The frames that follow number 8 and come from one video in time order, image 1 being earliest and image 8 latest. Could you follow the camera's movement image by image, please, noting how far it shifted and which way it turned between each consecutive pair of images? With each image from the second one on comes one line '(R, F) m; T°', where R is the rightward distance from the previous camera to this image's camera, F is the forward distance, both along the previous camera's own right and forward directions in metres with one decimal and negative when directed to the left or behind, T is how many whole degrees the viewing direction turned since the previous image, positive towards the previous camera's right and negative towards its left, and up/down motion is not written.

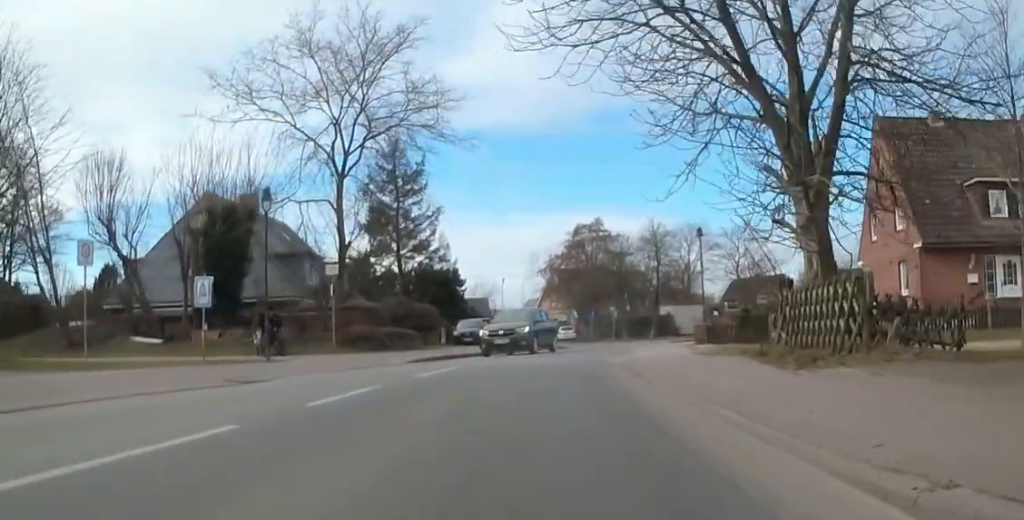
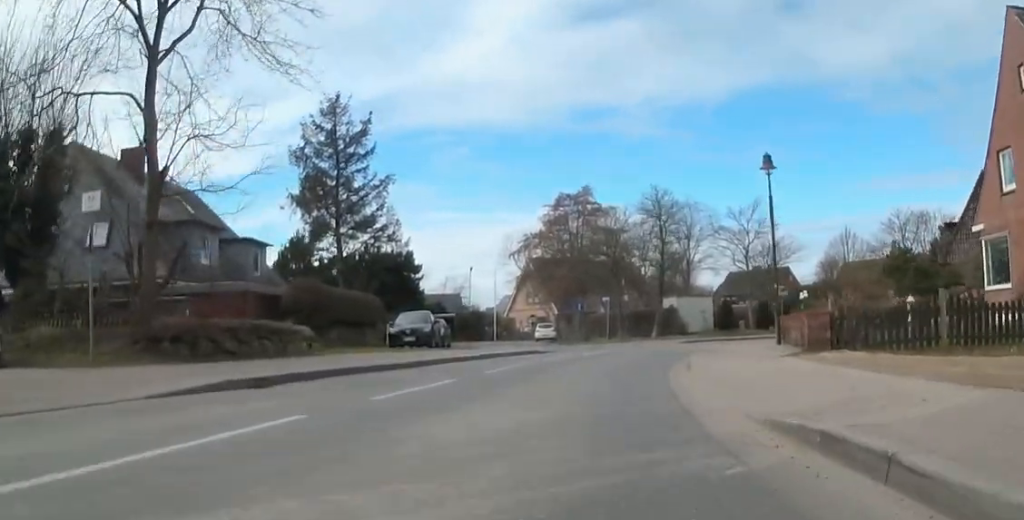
(-0.2, +12.9) m; -6°
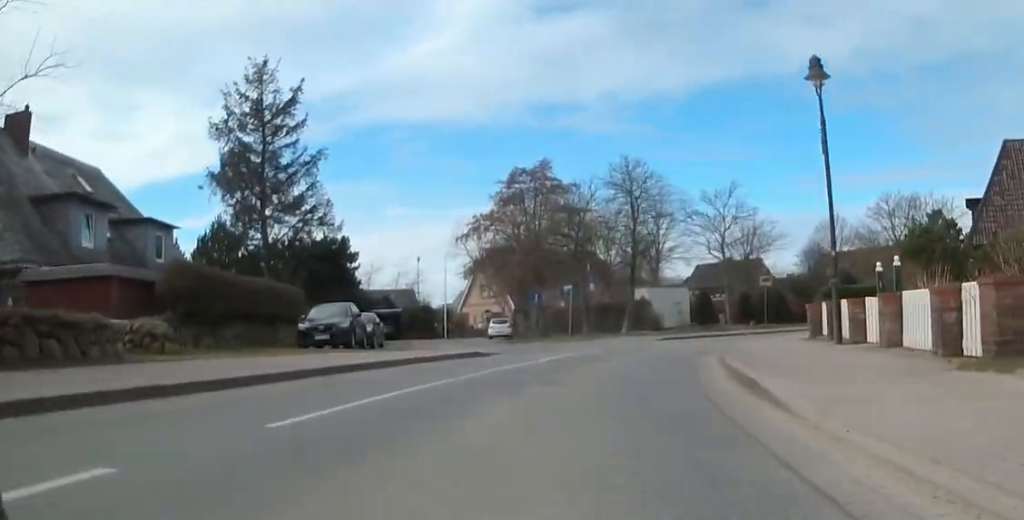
(0.0, +6.9) m; +1°
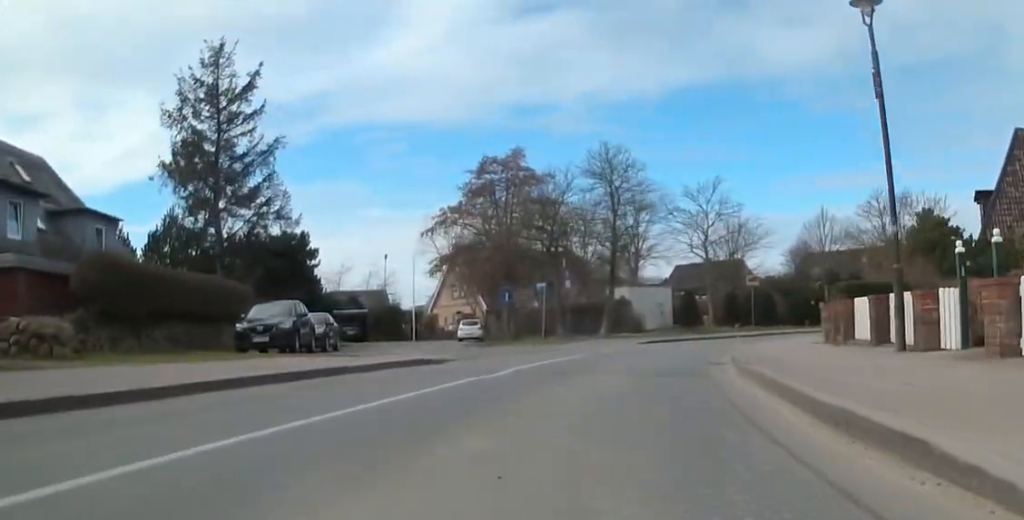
(0.0, +3.3) m; +3°
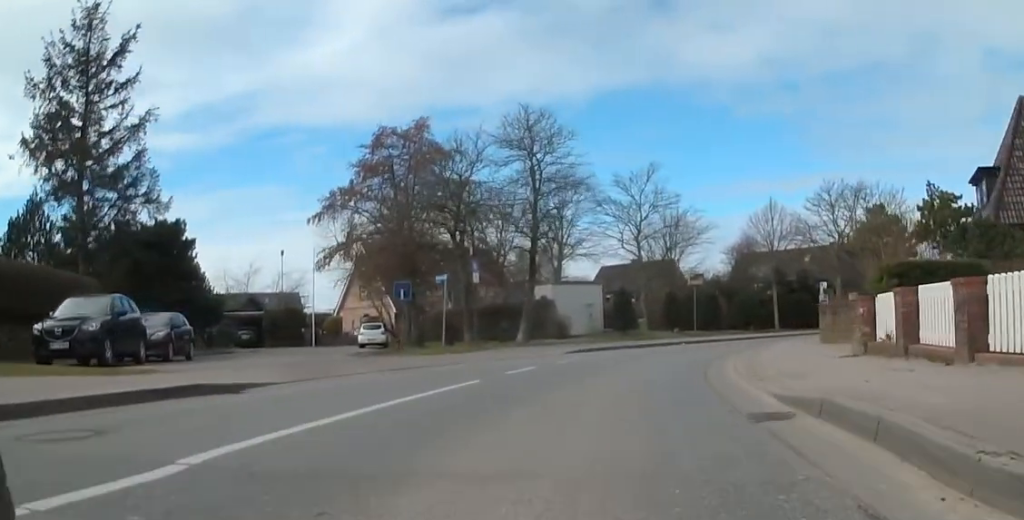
(+0.4, +6.5) m; +3°
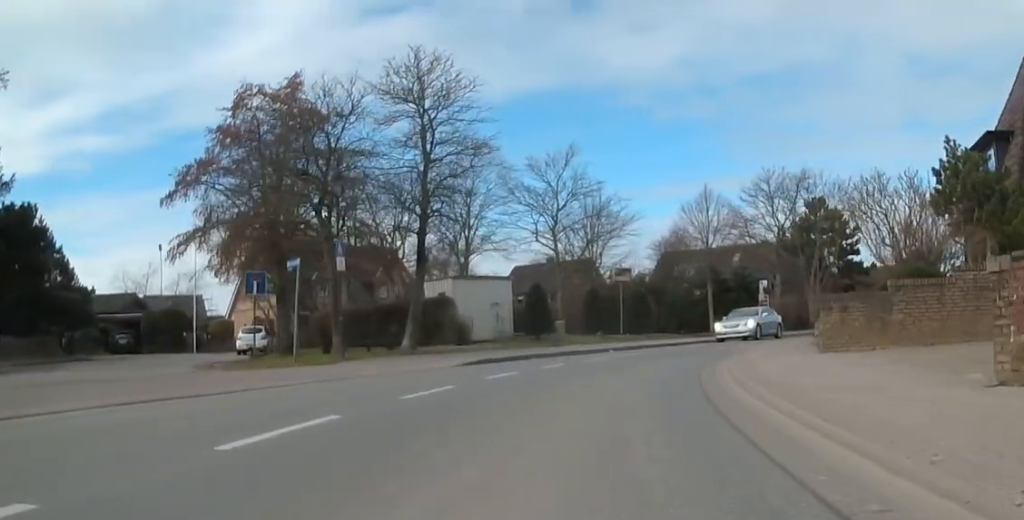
(0.0, +6.2) m; 0°
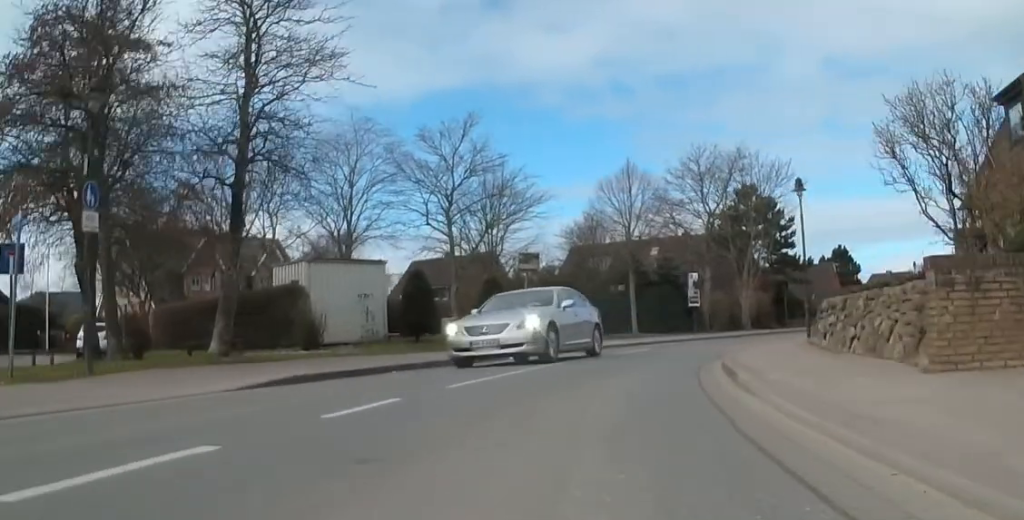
(-0.1, +7.0) m; +3°
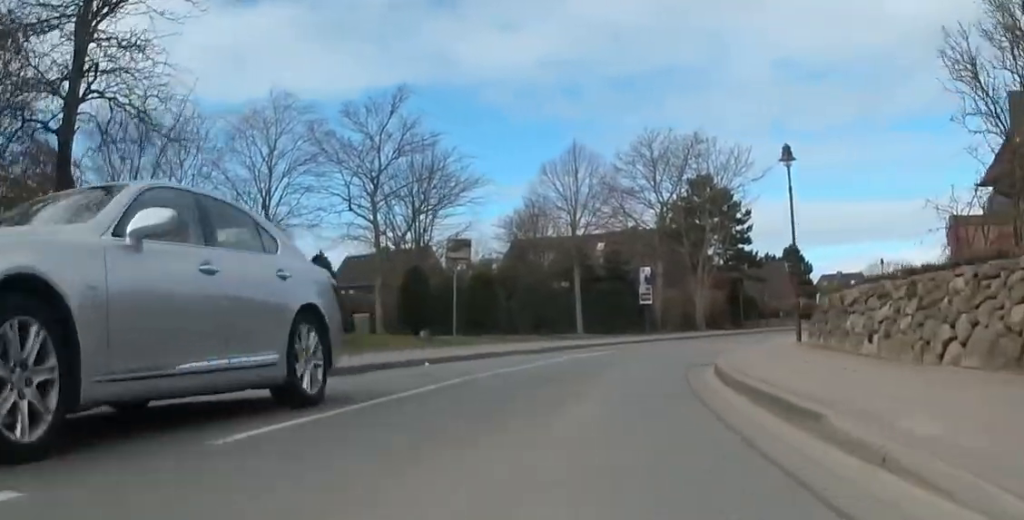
(+0.2, +4.1) m; +4°
